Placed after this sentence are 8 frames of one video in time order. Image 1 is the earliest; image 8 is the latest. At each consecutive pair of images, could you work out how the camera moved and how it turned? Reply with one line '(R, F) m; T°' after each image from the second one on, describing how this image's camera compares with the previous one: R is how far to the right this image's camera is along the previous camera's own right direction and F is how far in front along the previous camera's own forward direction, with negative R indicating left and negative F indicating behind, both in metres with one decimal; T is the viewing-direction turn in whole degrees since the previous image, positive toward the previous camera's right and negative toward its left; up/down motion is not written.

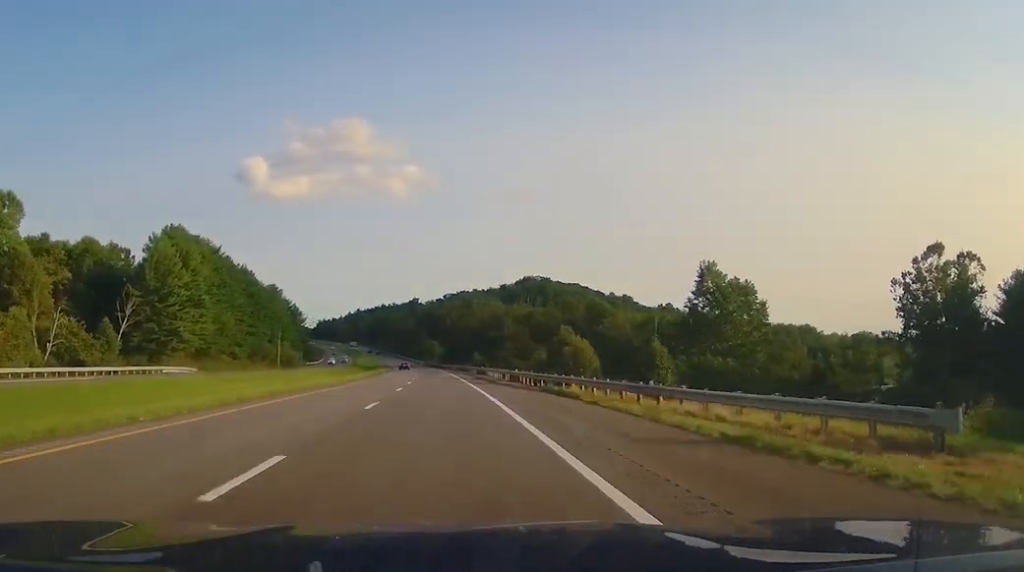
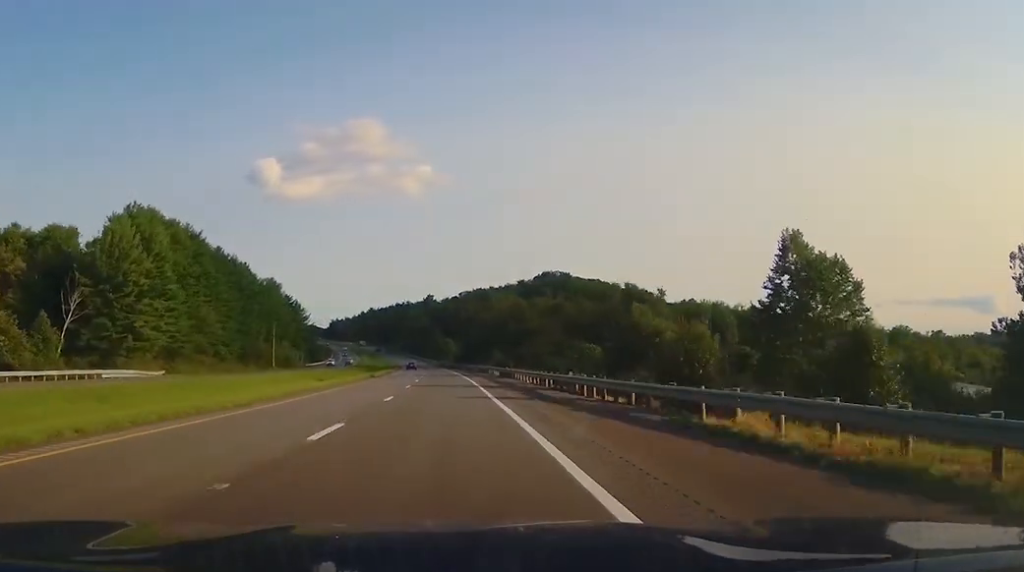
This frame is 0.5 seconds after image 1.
(0.0, +19.6) m; 0°
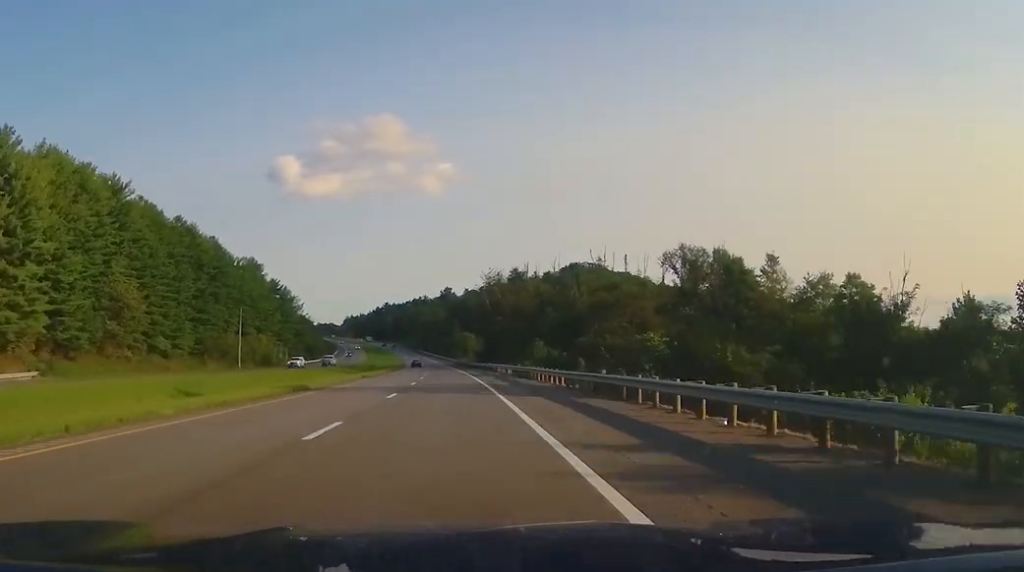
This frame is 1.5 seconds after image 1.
(0.0, +36.8) m; -1°
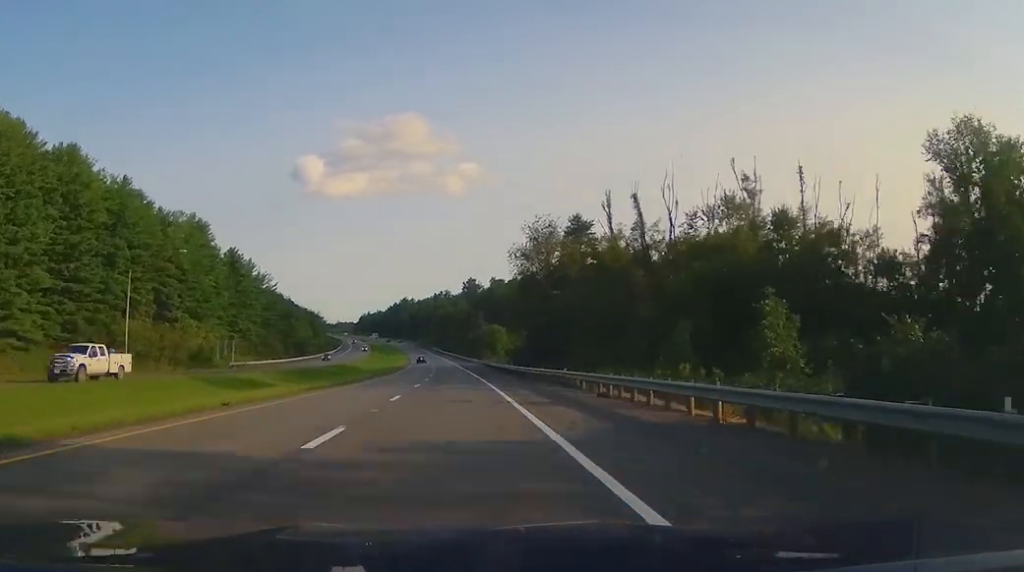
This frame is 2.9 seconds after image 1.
(-1.5, +49.8) m; -3°
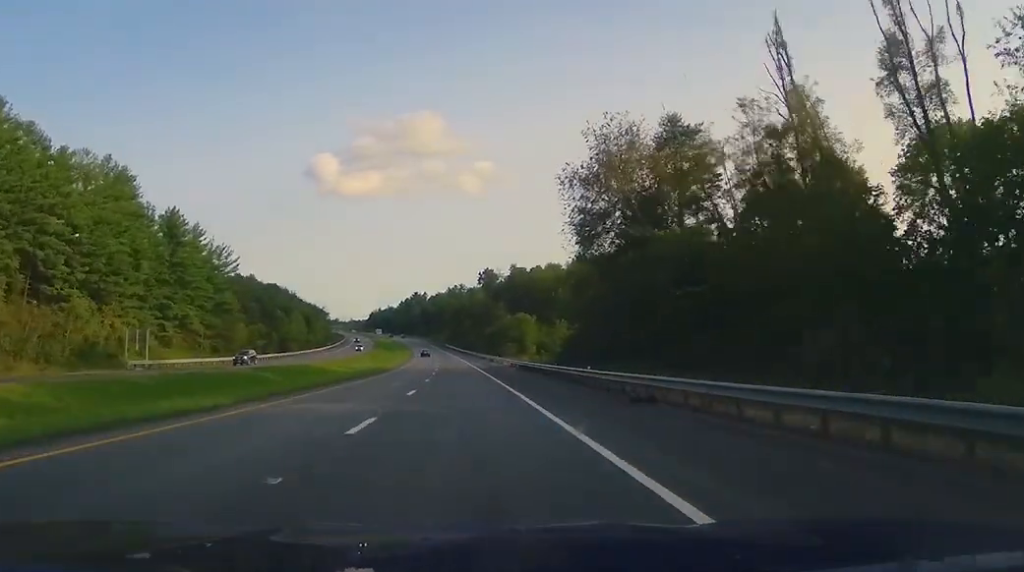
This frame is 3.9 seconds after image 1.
(0.0, +34.9) m; -1°
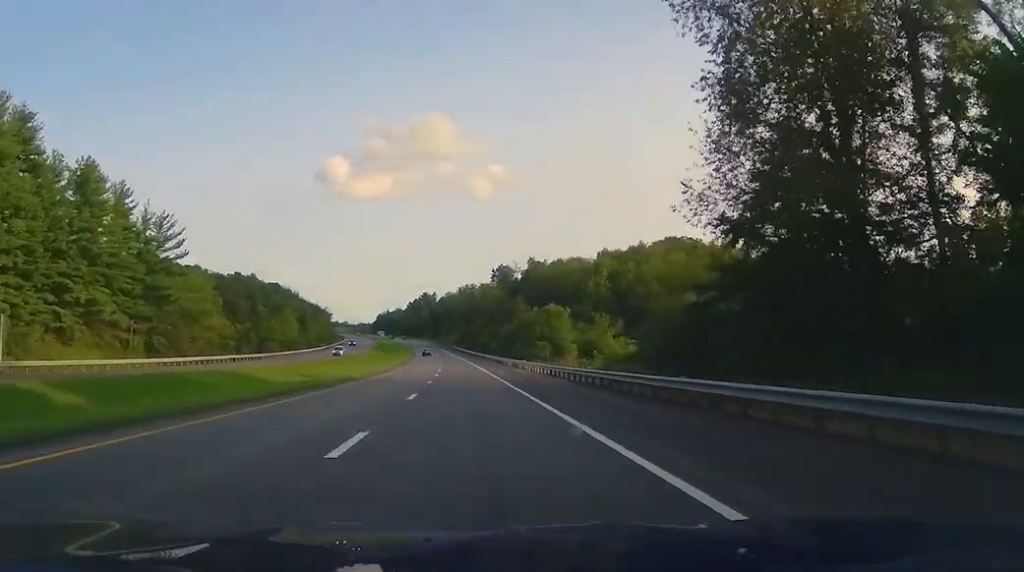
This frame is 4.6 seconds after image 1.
(-0.6, +27.4) m; -1°
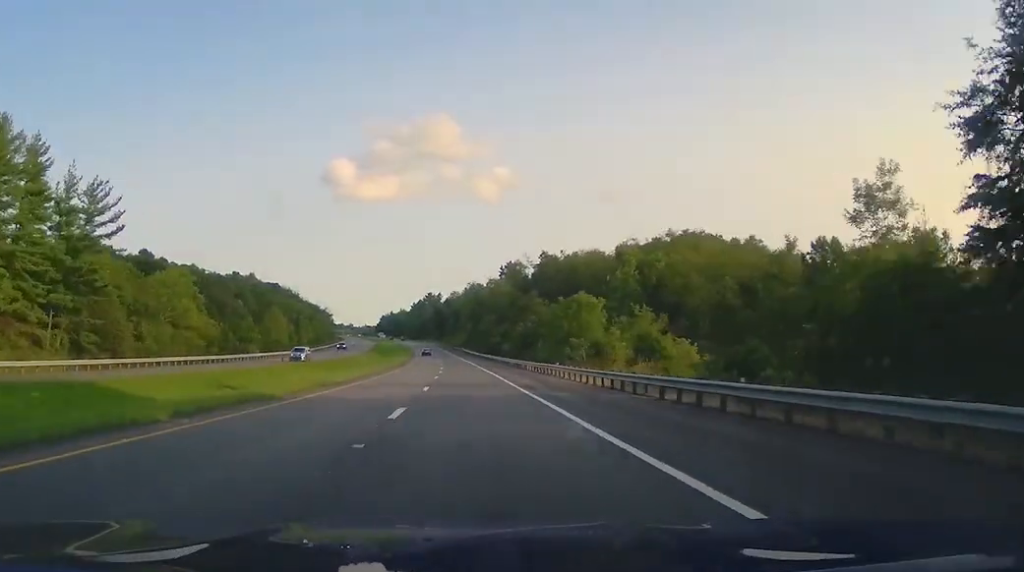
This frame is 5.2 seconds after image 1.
(-0.1, +18.9) m; 0°
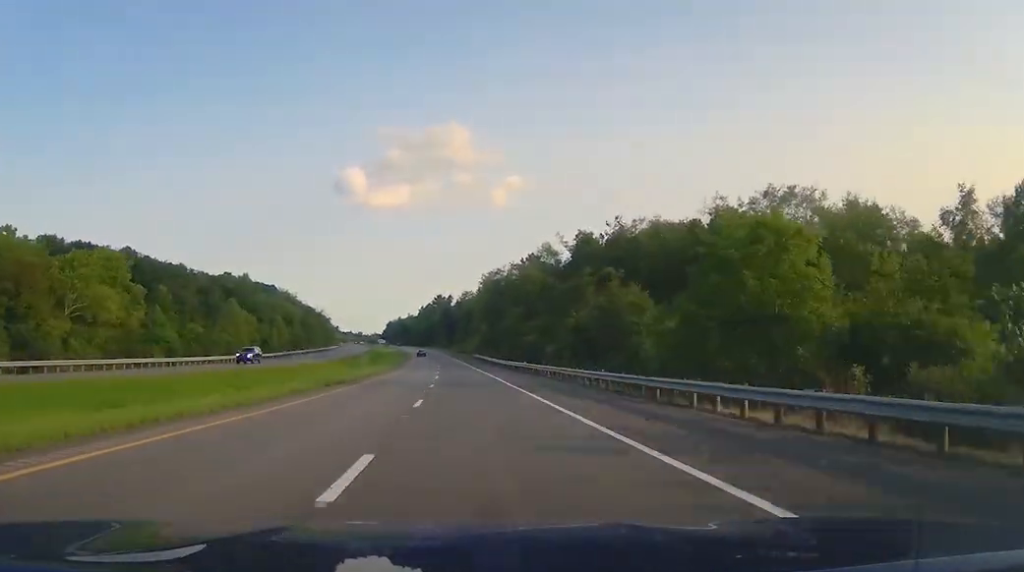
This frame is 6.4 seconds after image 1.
(0.0, +44.8) m; -1°
